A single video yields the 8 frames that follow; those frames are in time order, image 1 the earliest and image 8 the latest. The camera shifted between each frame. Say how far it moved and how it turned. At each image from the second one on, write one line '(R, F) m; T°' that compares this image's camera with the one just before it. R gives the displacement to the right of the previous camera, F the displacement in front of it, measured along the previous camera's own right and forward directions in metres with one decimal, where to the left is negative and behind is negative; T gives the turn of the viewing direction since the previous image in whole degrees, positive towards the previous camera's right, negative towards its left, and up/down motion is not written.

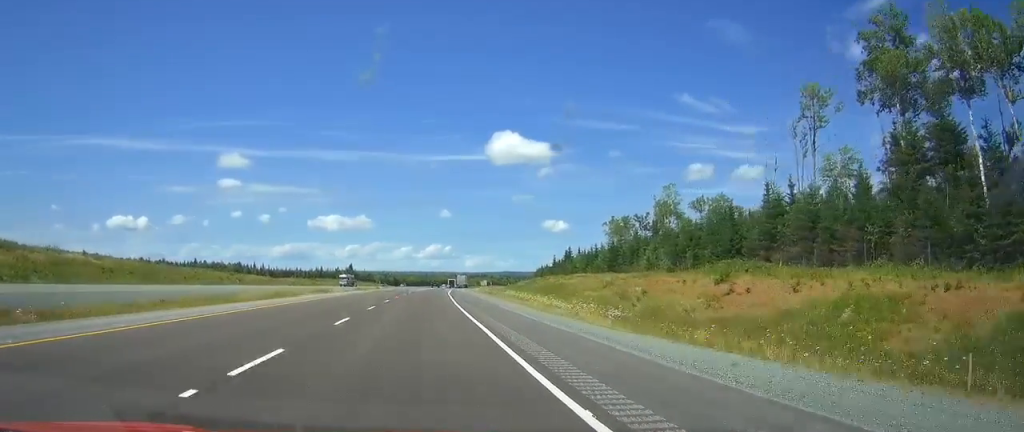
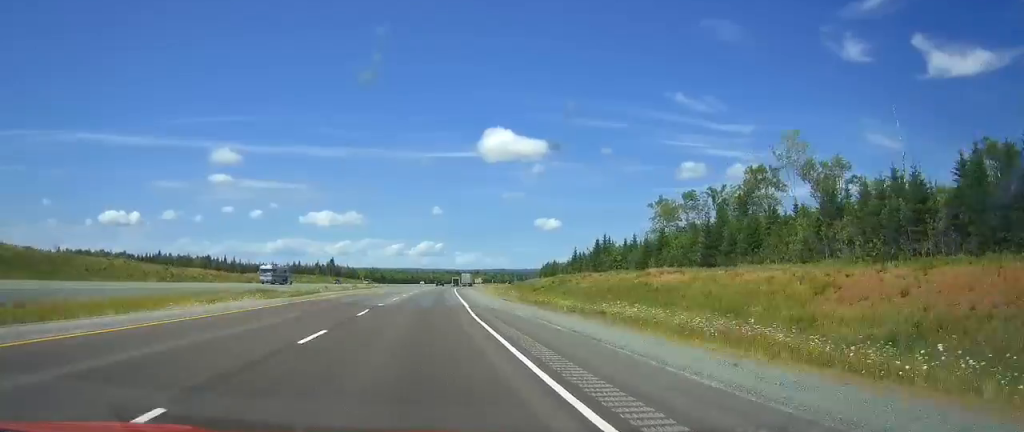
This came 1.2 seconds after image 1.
(+0.1, +41.4) m; +1°
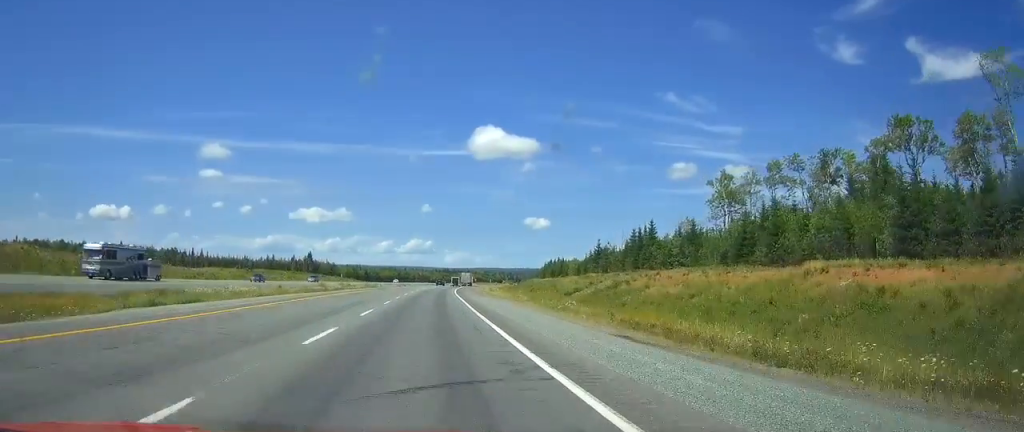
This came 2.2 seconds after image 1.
(+0.3, +33.8) m; +1°
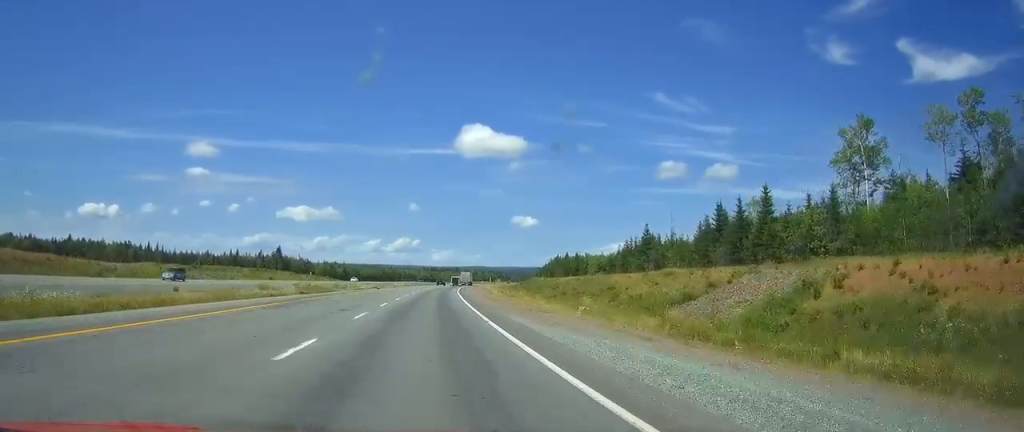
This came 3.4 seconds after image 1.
(+0.3, +38.5) m; +1°
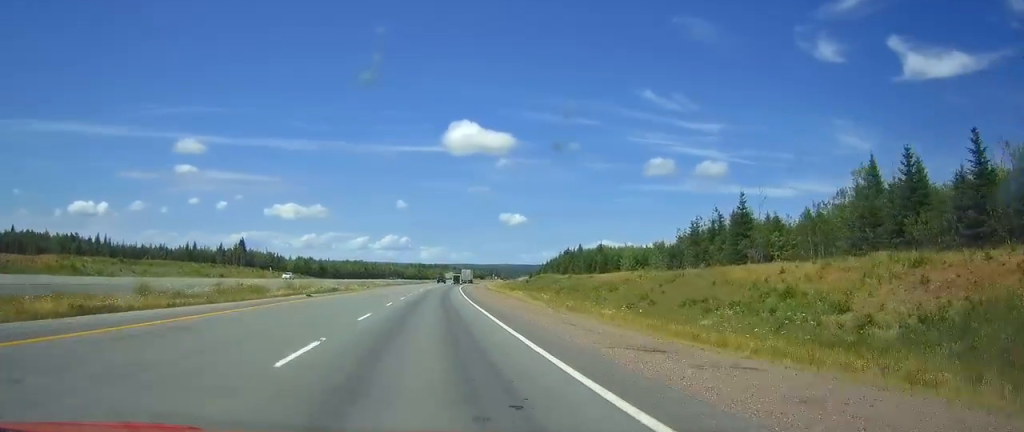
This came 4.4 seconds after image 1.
(+0.4, +36.4) m; +1°
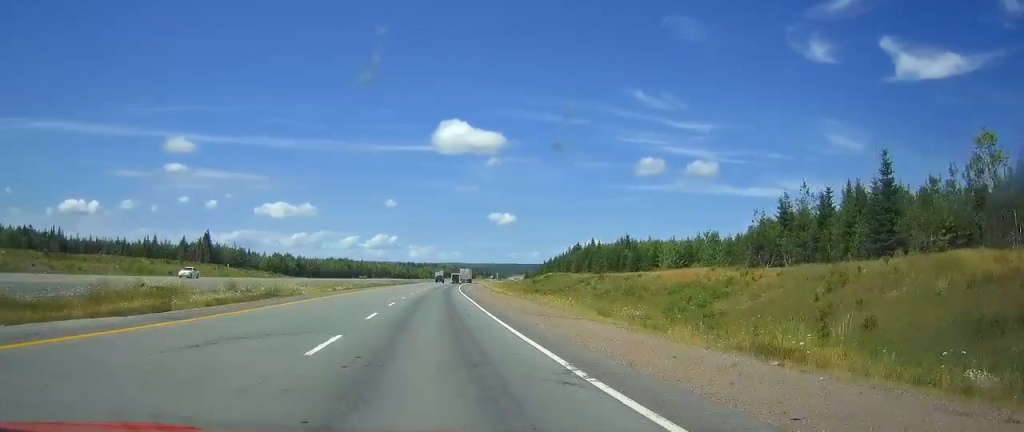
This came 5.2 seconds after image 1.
(+0.2, +26.4) m; +1°
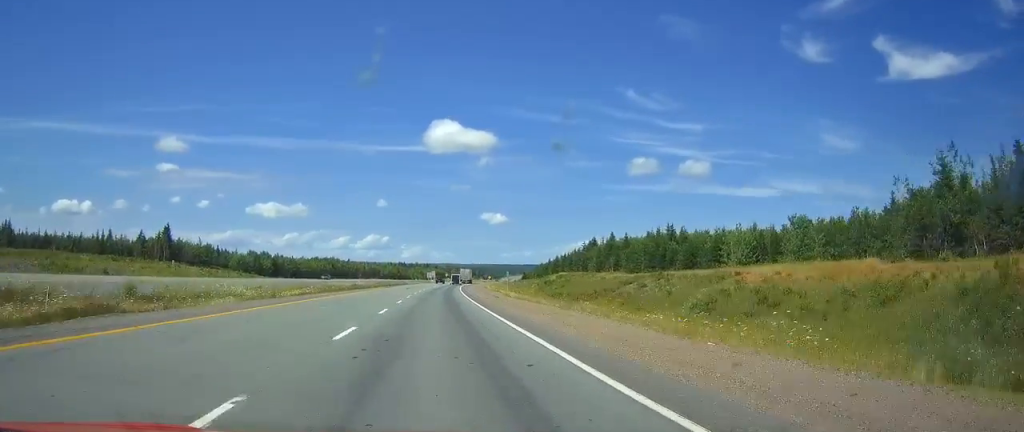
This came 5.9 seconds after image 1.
(+0.2, +25.3) m; +1°
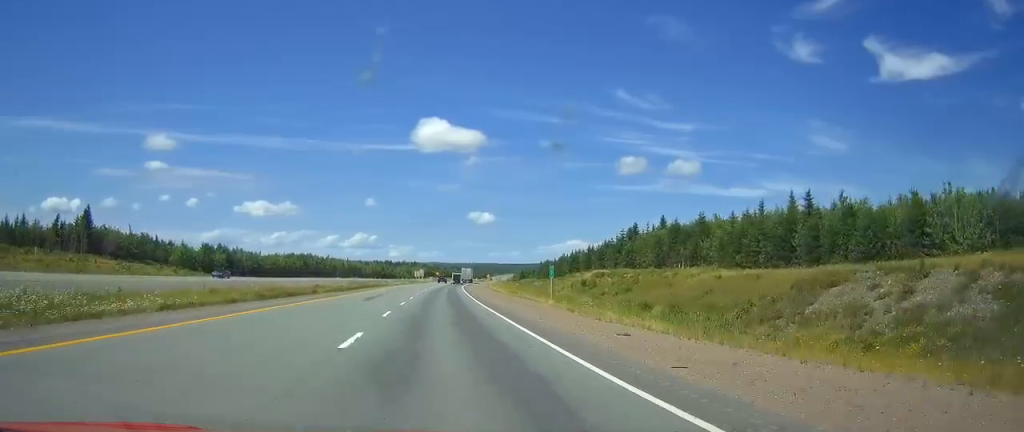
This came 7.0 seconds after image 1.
(+0.3, +38.2) m; +1°
